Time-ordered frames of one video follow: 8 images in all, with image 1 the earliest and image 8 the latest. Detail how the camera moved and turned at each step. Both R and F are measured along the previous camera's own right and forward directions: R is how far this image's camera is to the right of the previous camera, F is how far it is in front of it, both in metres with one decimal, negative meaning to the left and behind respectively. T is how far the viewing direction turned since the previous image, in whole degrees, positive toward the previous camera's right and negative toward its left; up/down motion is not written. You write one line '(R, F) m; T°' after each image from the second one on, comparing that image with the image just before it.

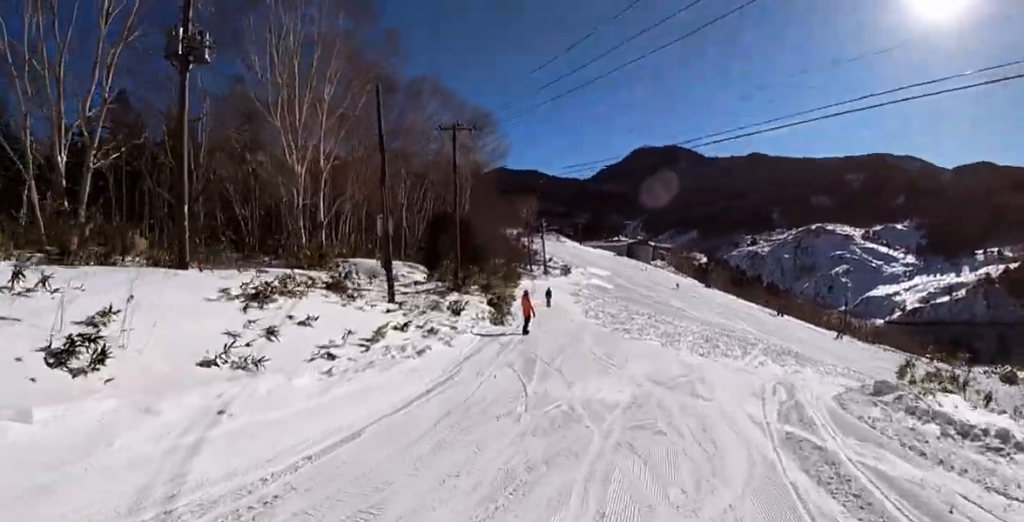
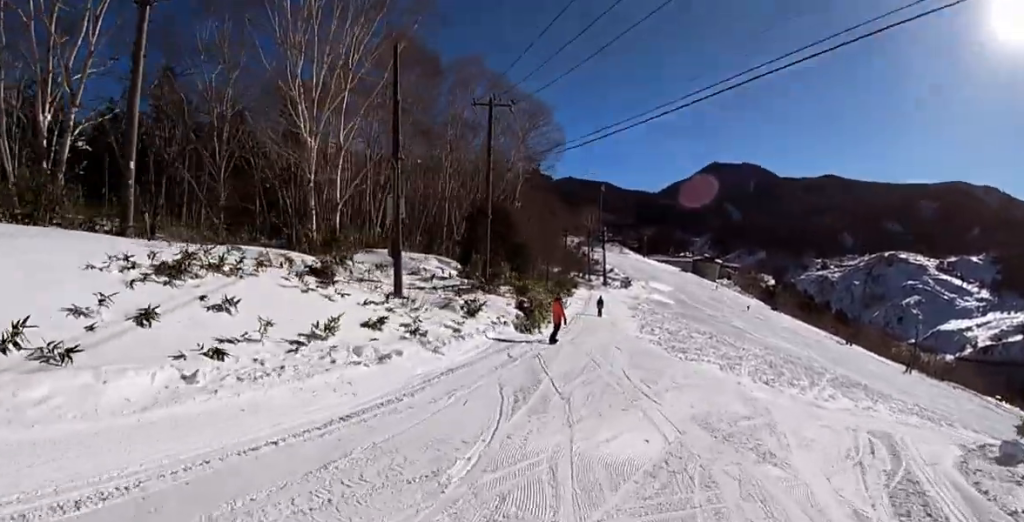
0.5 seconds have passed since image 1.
(-0.9, +3.6) m; -8°
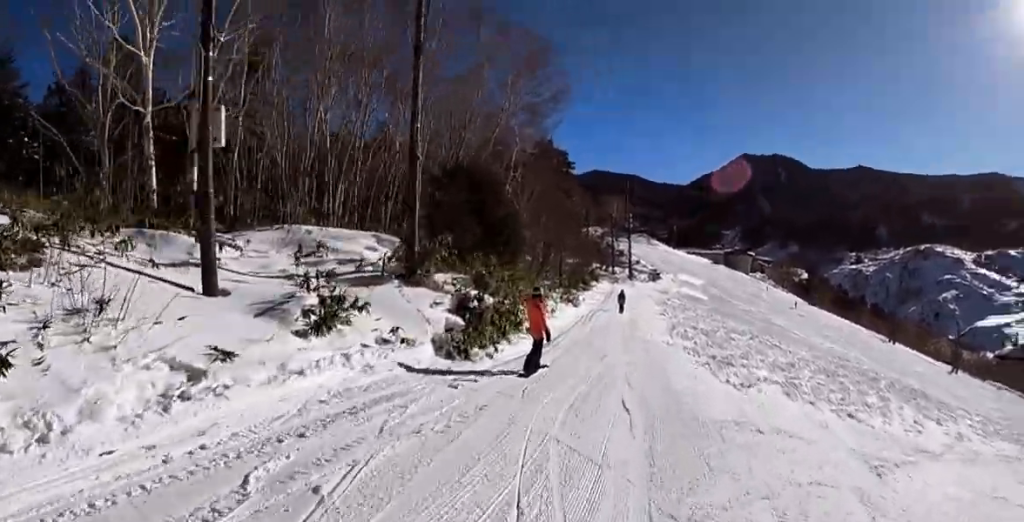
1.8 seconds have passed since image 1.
(-1.5, +10.0) m; +12°
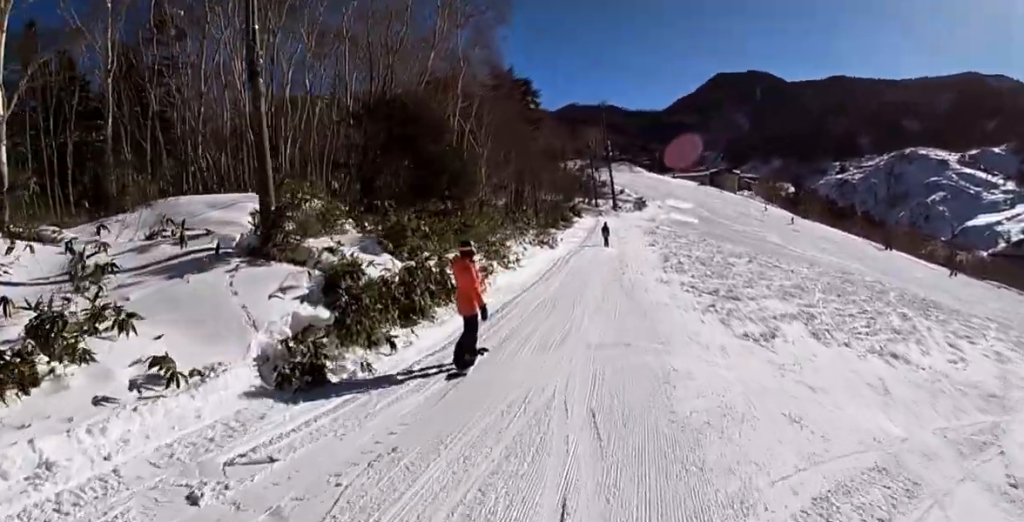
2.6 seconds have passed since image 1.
(+1.4, +4.8) m; +5°
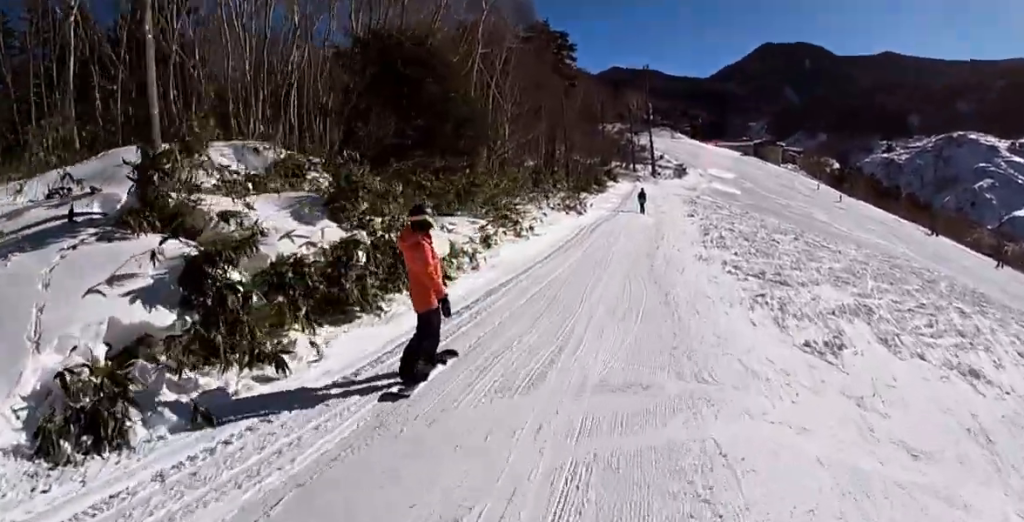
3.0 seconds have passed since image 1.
(+1.5, +3.2) m; 0°
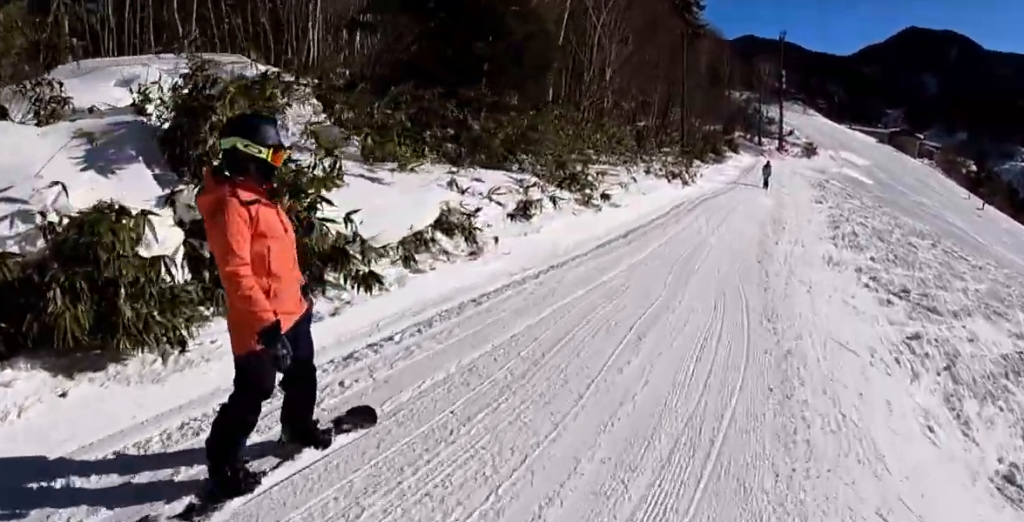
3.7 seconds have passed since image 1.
(-2.1, +4.7) m; -18°
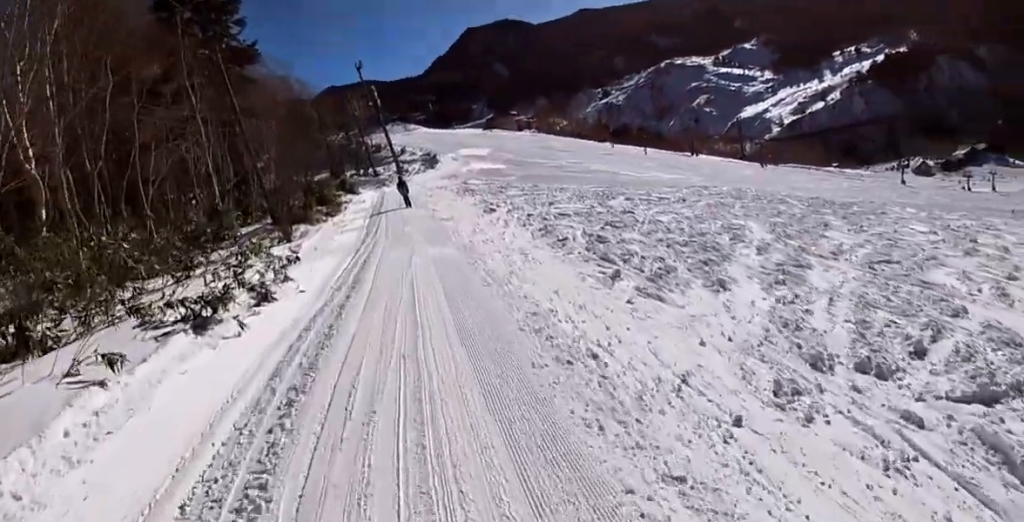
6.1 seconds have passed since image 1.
(+0.7, +15.9) m; +4°
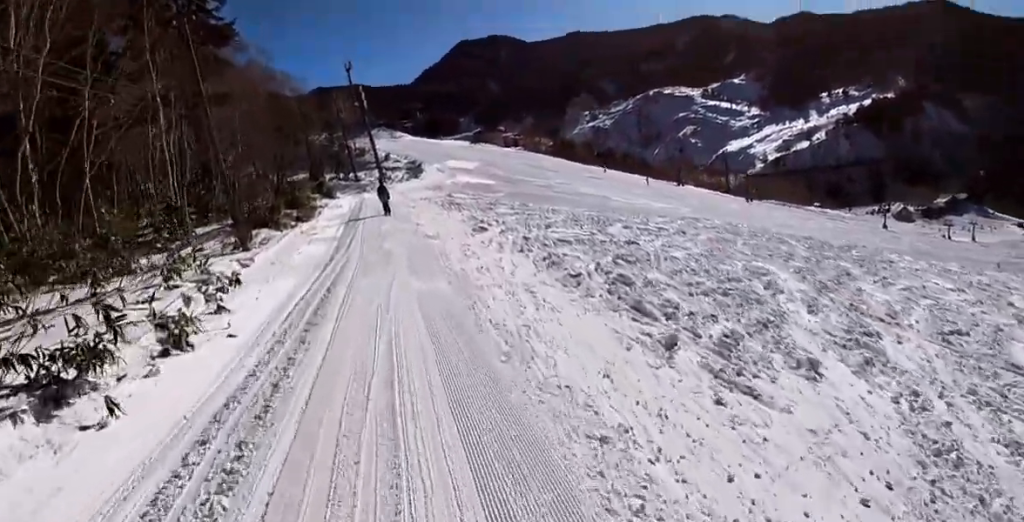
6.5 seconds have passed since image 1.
(-0.8, +3.3) m; -6°
